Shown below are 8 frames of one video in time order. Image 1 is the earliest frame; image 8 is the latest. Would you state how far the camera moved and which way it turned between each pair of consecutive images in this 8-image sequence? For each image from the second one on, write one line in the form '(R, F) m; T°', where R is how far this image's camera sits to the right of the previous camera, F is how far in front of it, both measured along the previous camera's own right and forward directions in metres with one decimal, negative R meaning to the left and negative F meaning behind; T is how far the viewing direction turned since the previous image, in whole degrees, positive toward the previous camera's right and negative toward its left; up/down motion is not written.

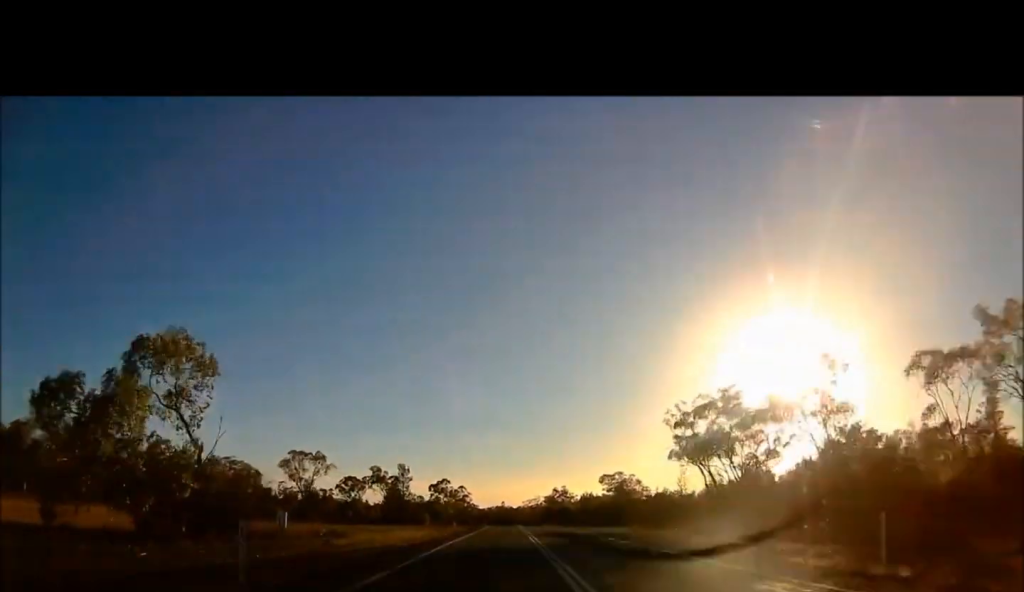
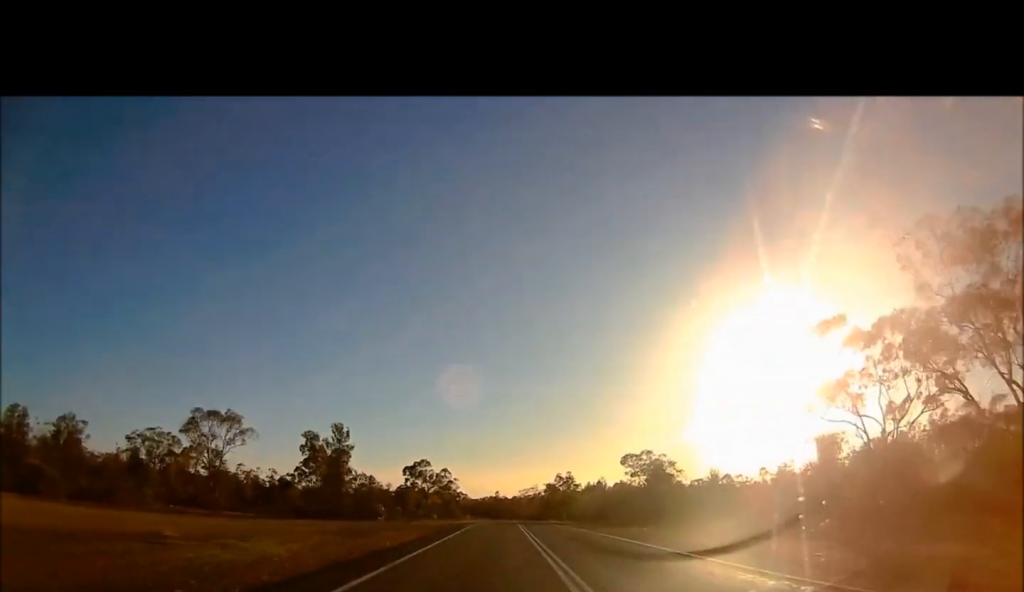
(+0.1, +31.4) m; 0°
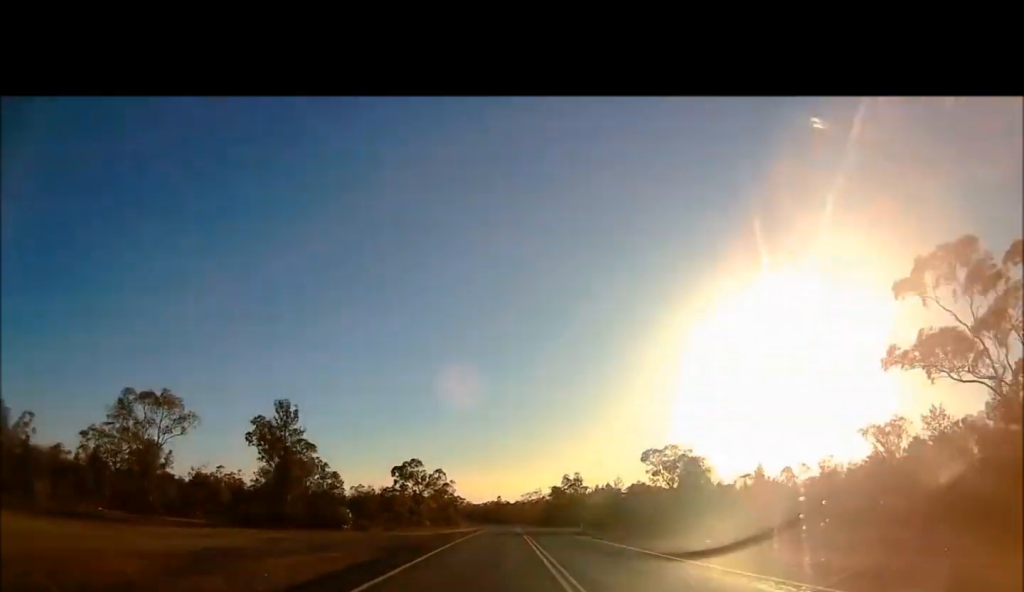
(0.0, +14.6) m; 0°
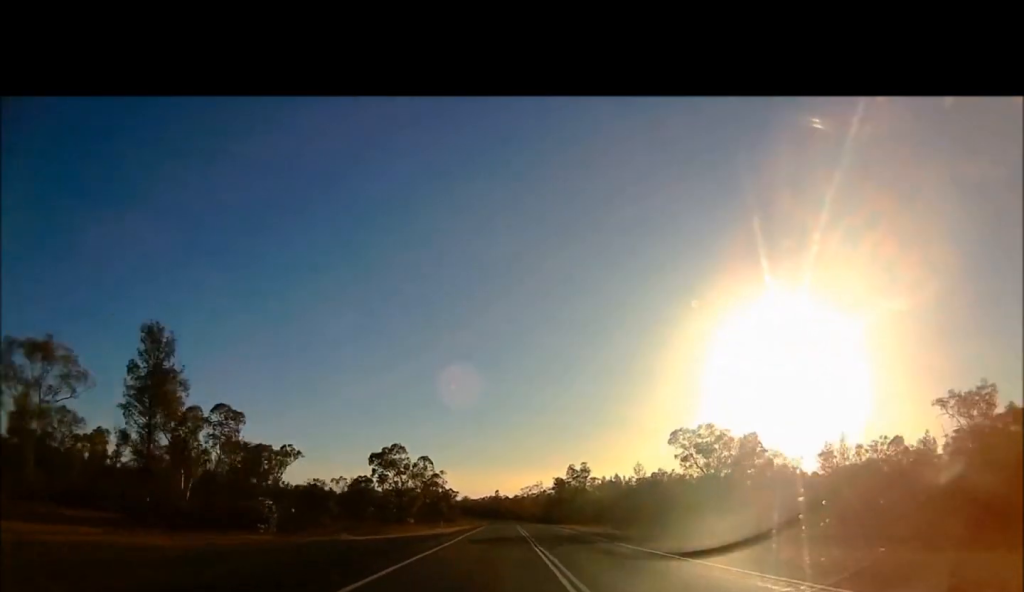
(0.0, +15.7) m; 0°
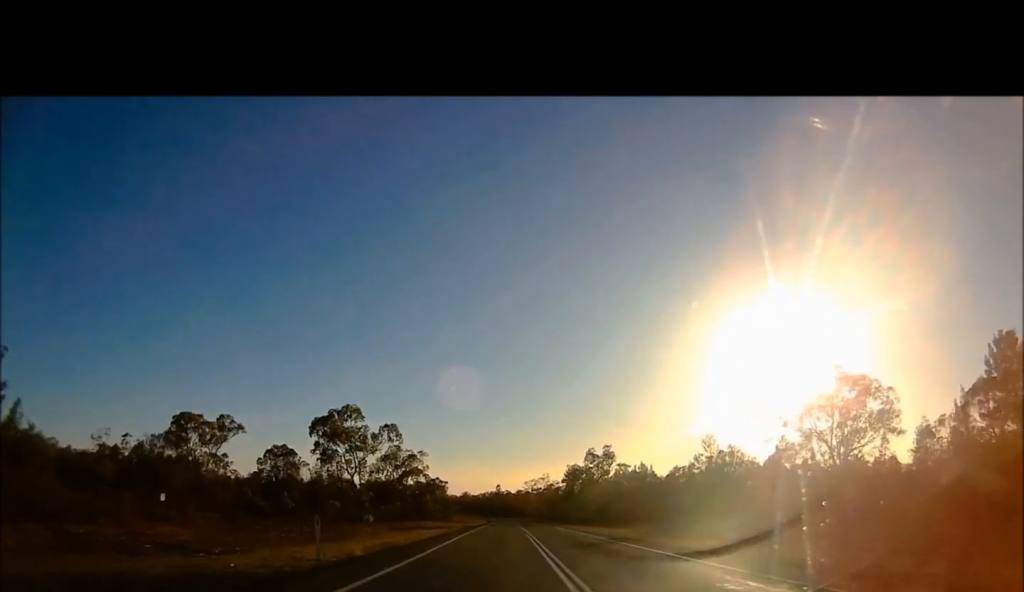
(0.0, +29.1) m; 0°
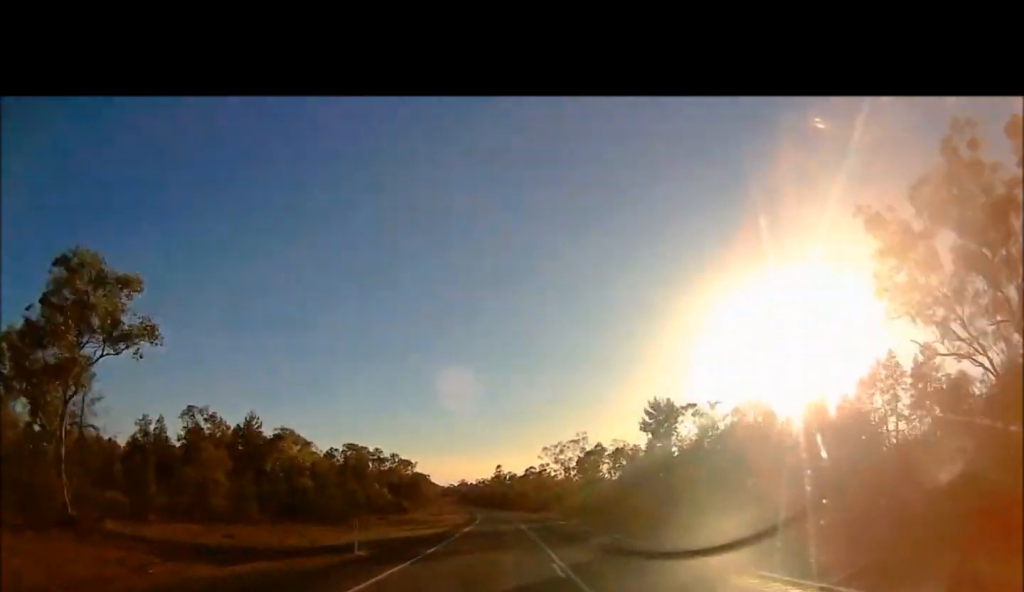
(+0.1, +92.7) m; 0°
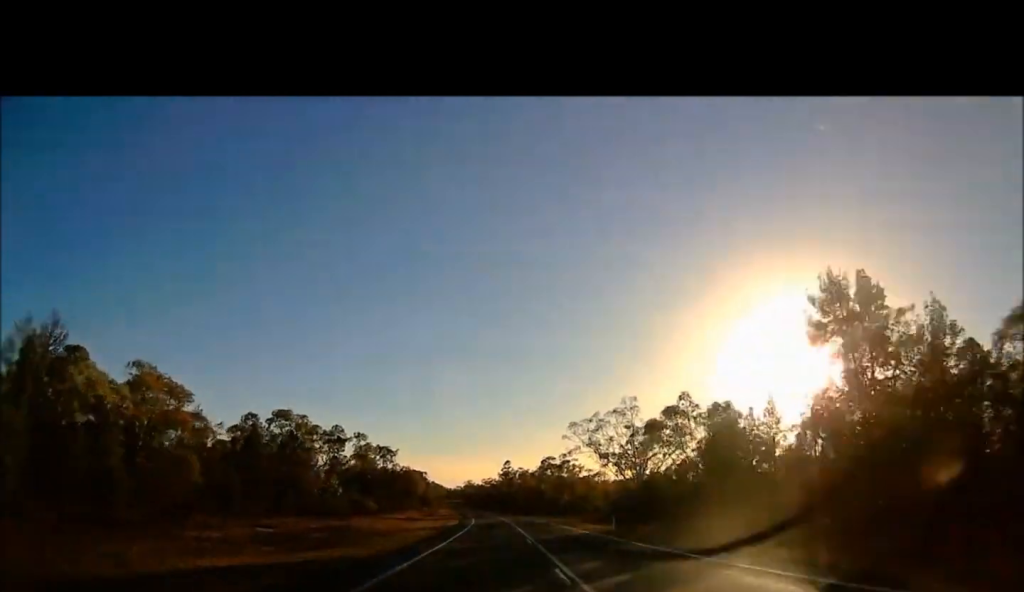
(-0.4, +37.9) m; -2°
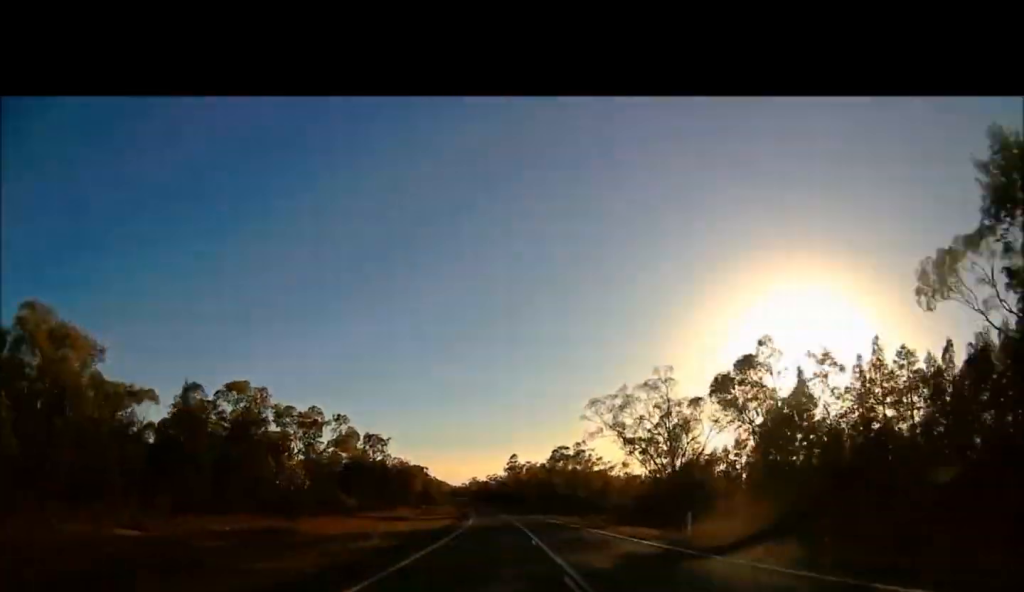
(-0.3, +14.4) m; -1°
